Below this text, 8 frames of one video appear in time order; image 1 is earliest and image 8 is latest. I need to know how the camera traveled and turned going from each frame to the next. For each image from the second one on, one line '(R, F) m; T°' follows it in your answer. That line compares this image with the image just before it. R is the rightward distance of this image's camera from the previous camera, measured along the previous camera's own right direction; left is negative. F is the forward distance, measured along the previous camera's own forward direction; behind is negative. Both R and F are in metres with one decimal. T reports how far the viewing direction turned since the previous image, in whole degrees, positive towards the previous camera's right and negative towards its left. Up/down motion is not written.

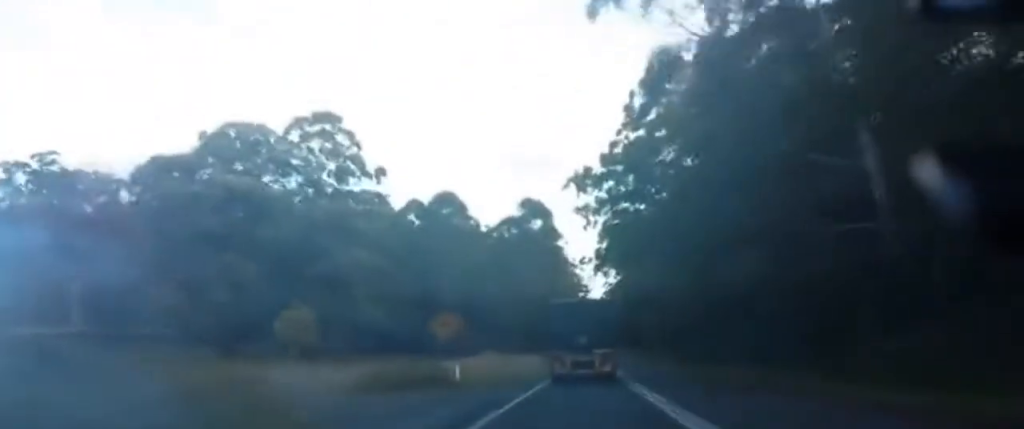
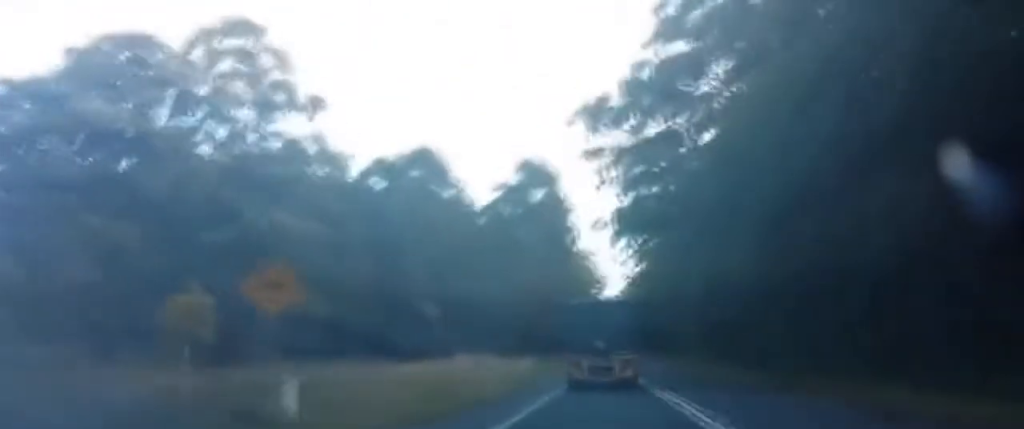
(-0.3, +22.1) m; 0°
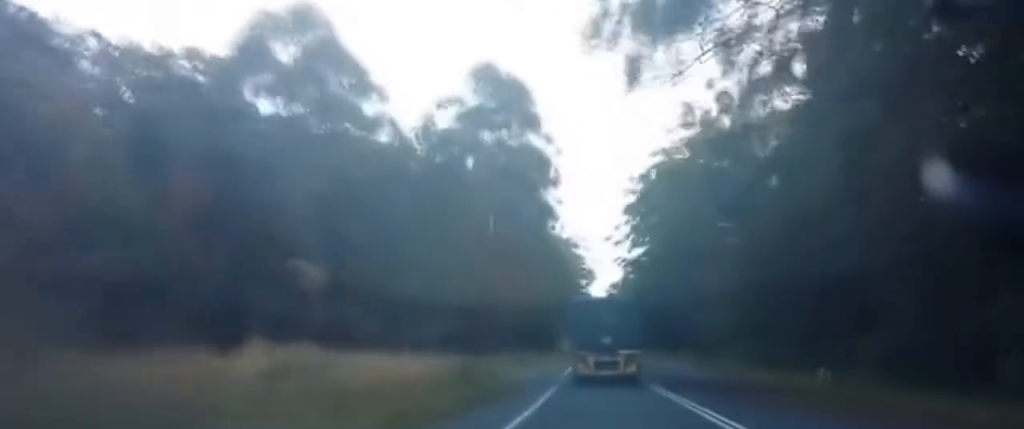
(+1.3, +42.6) m; +4°
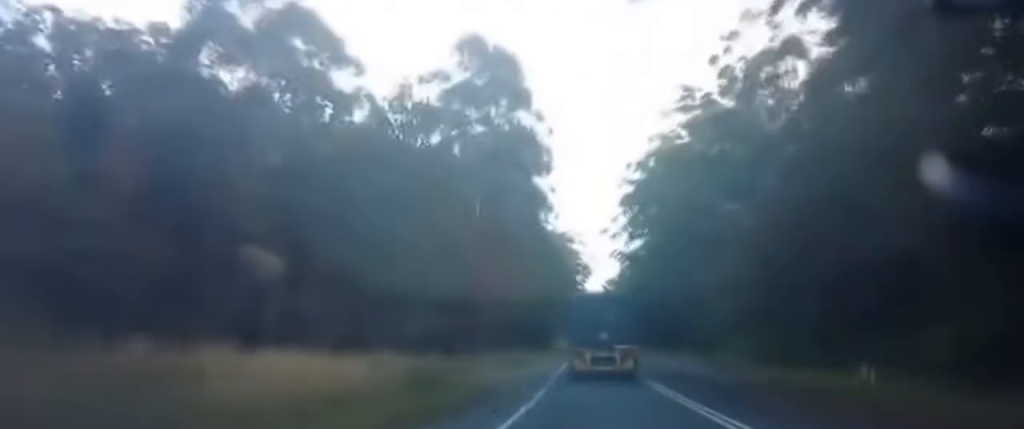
(-0.4, +7.2) m; +1°
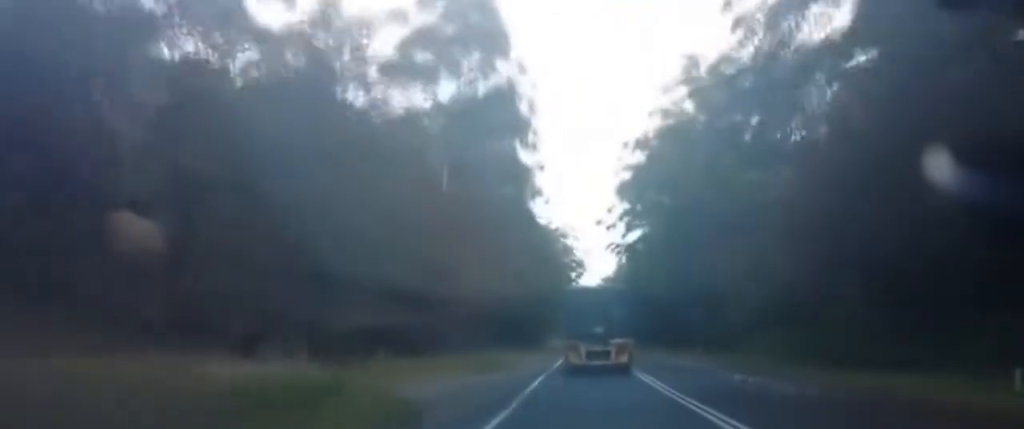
(+0.8, +12.7) m; +1°
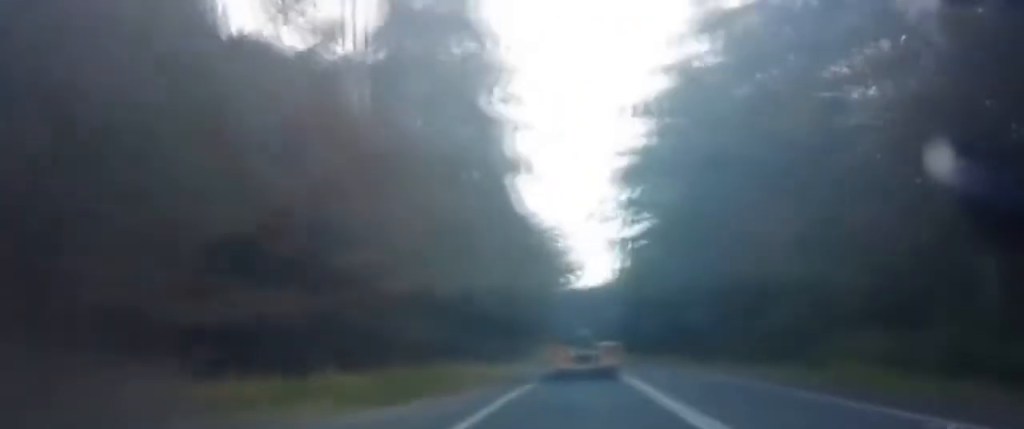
(-0.2, +19.5) m; -1°
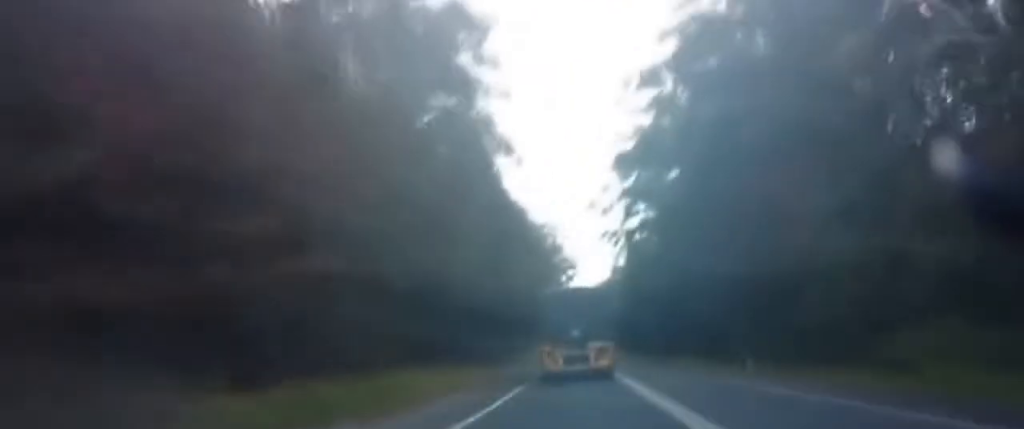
(-0.1, +9.8) m; 0°
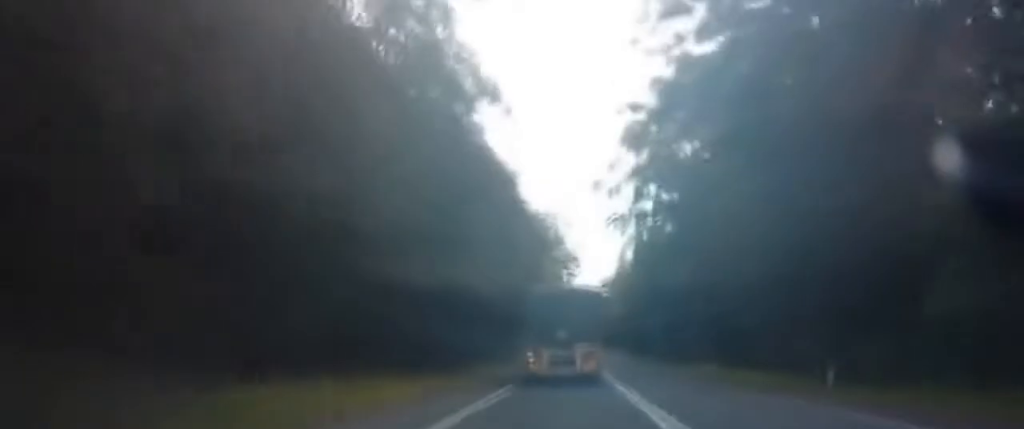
(+0.2, +17.8) m; 0°
